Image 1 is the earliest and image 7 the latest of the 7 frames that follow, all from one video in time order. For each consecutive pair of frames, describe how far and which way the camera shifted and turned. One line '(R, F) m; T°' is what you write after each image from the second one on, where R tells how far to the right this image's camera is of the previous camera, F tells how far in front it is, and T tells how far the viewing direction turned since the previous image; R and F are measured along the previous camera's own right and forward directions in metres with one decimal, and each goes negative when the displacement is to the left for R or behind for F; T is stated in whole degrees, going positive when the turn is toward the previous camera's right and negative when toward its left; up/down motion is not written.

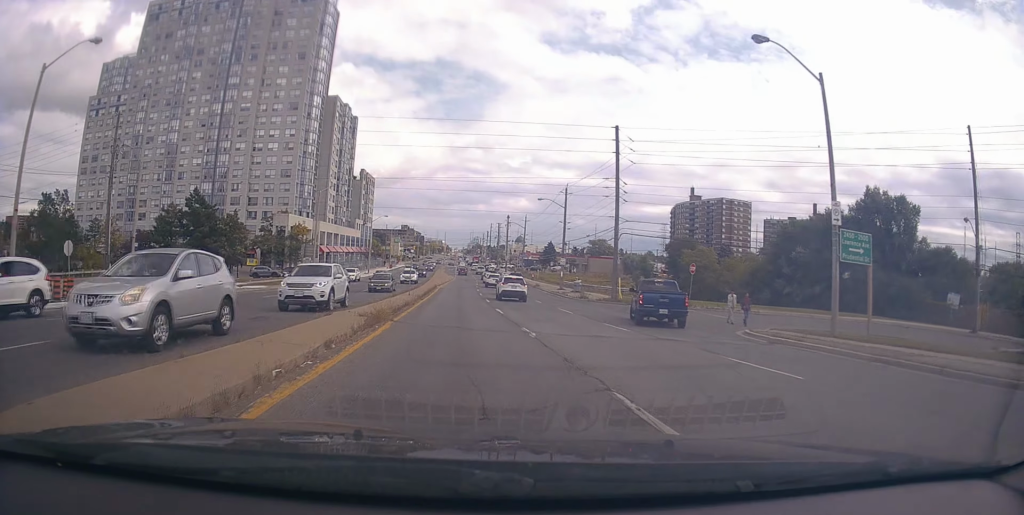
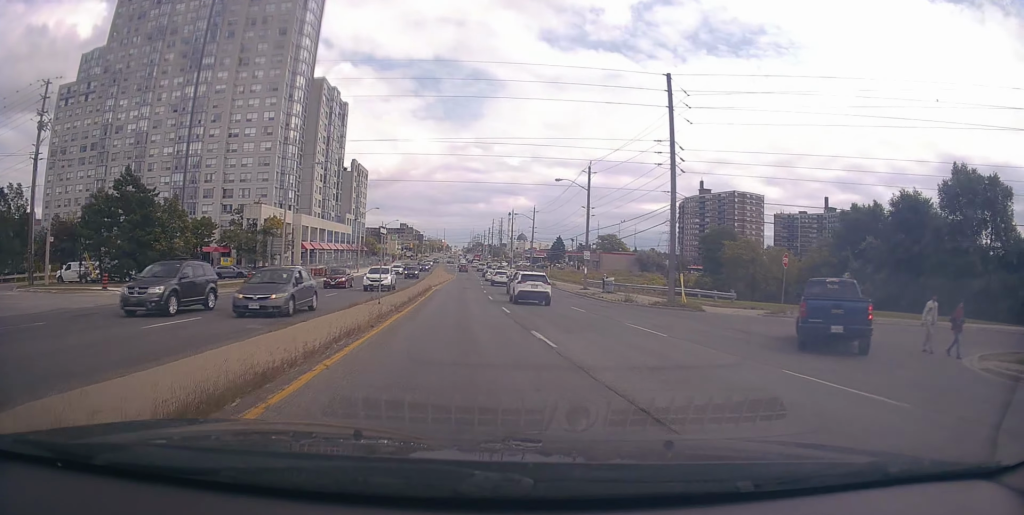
(+0.3, +12.4) m; +2°
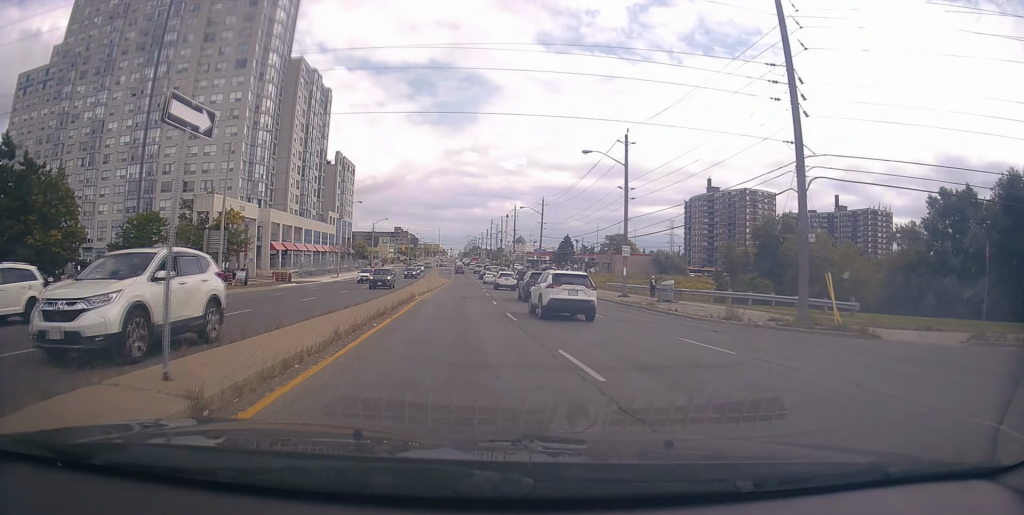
(+0.3, +14.1) m; +1°
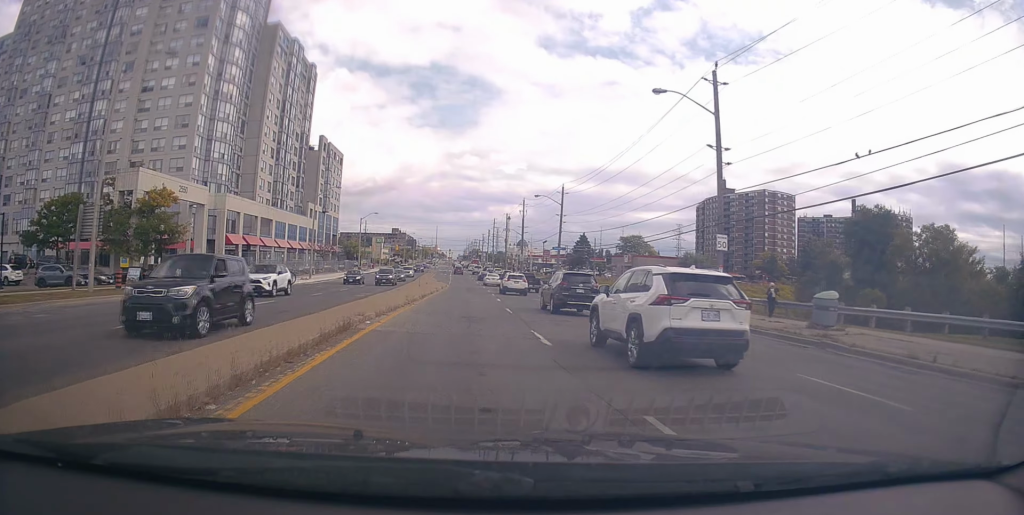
(-0.1, +15.9) m; -1°
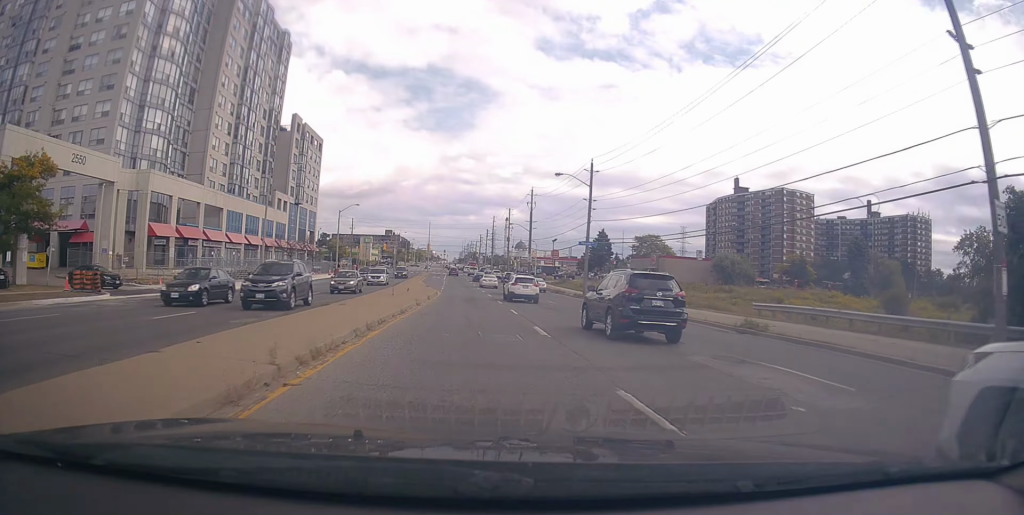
(-0.4, +16.9) m; 0°
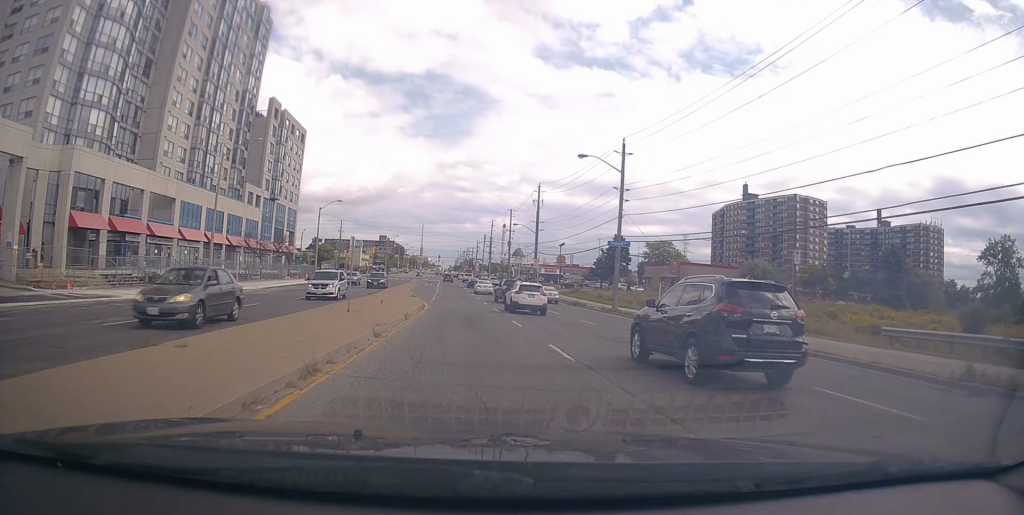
(+0.3, +11.3) m; +2°
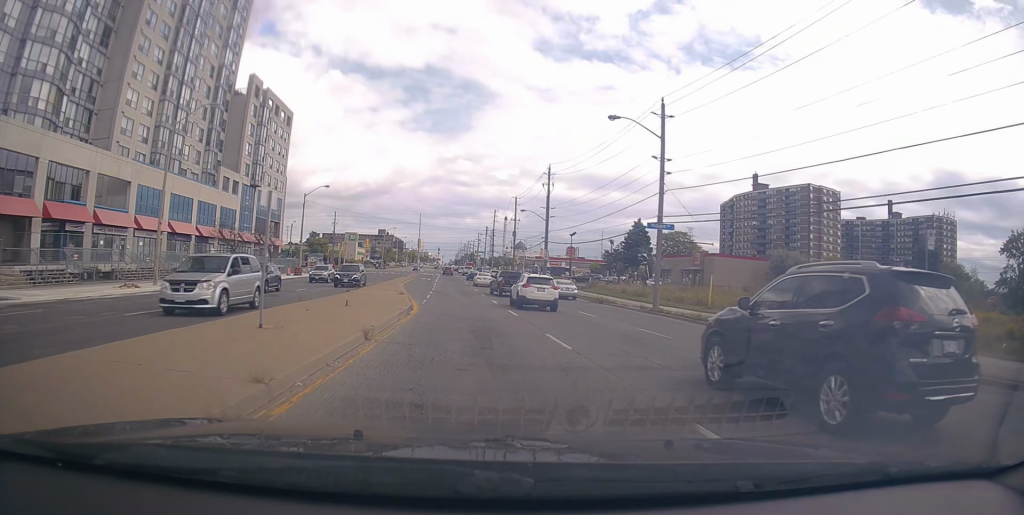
(+0.1, +8.6) m; +1°
